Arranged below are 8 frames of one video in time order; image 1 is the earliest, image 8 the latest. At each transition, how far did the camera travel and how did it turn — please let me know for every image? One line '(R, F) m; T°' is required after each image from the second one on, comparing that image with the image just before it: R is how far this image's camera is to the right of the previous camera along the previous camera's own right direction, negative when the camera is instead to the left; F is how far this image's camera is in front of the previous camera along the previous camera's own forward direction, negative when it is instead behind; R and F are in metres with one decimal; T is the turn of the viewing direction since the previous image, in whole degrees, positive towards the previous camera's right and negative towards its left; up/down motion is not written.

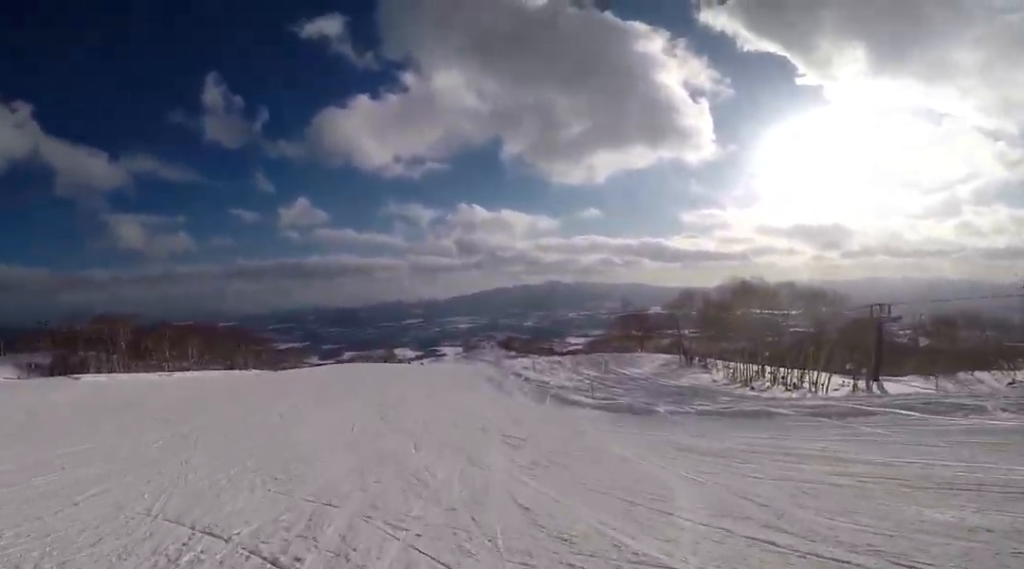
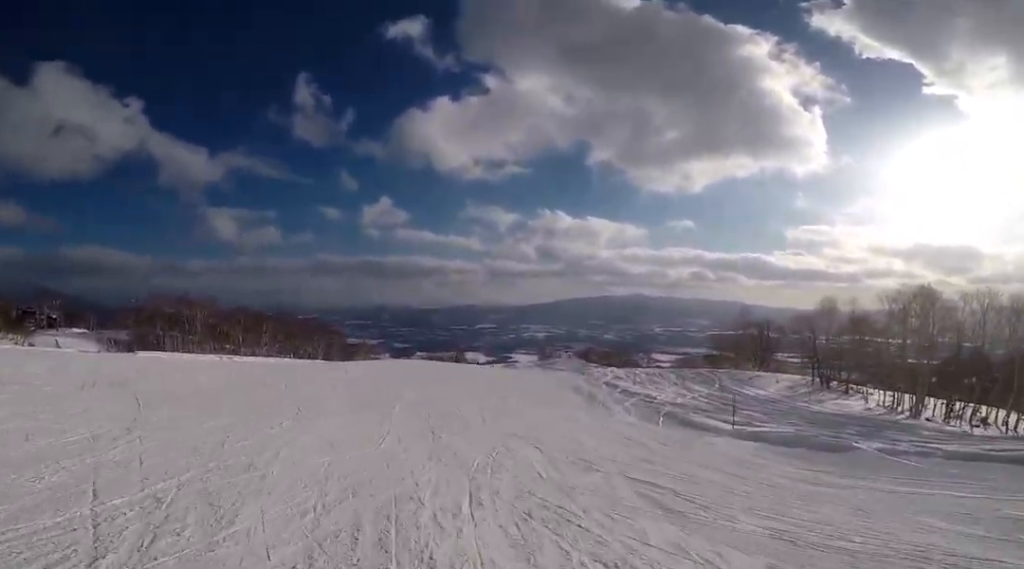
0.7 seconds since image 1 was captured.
(-0.7, +5.8) m; -5°
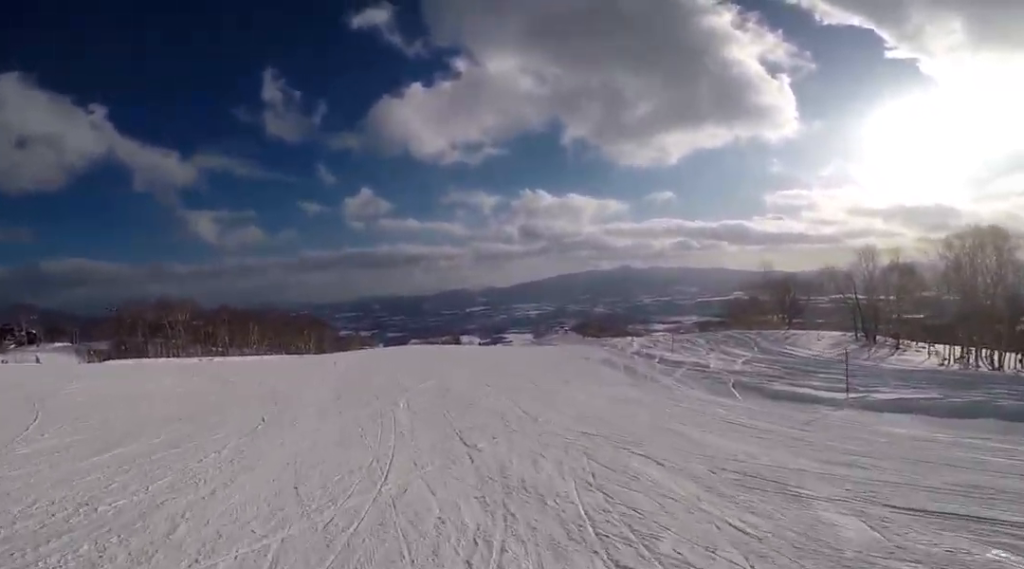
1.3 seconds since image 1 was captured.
(0.0, +4.6) m; +7°
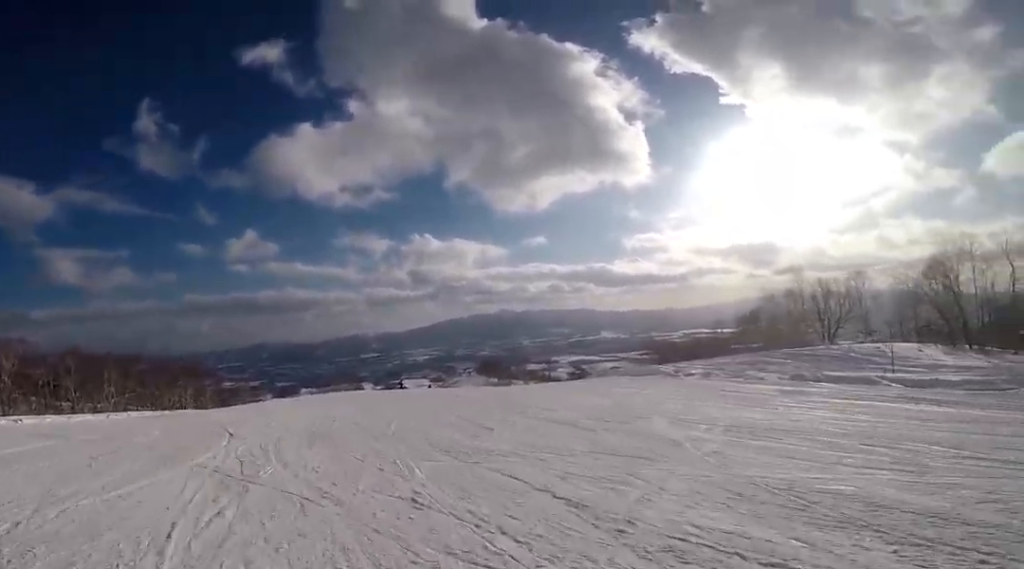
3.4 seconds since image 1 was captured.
(+2.4, +15.8) m; +2°
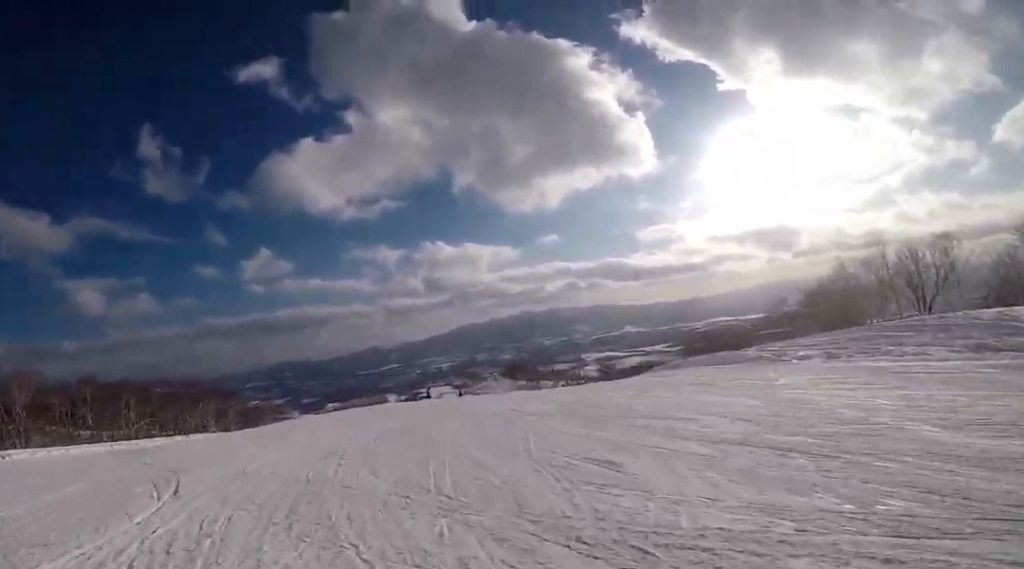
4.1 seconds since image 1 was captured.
(-0.4, +4.5) m; -3°
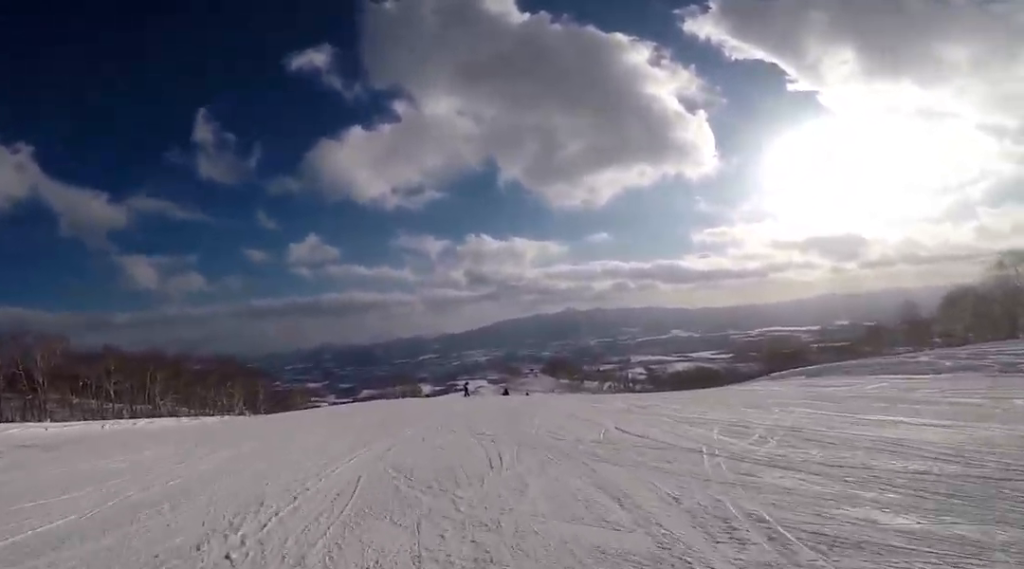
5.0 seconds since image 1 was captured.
(-0.3, +5.7) m; 0°
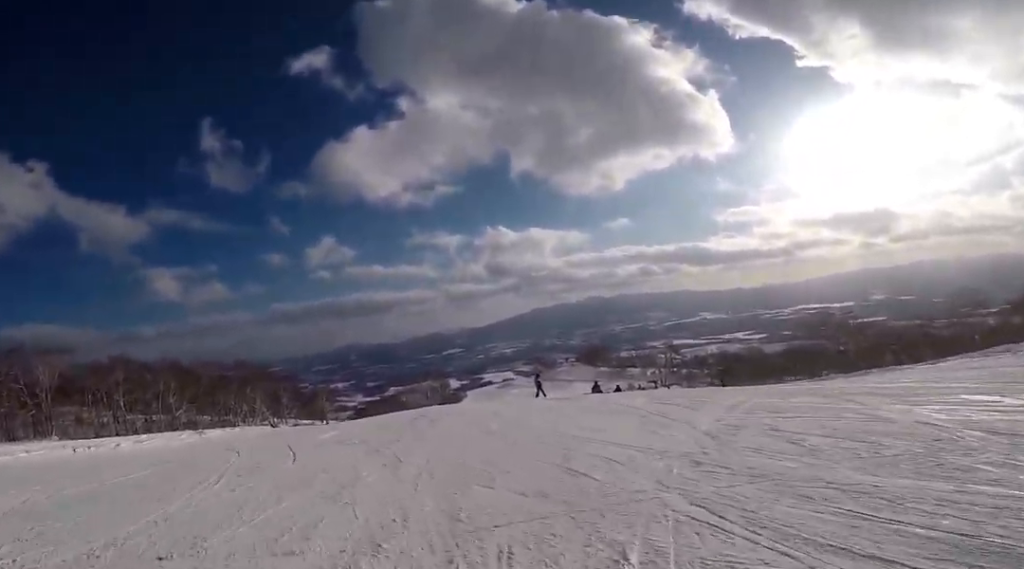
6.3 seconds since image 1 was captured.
(+0.2, +7.6) m; +3°
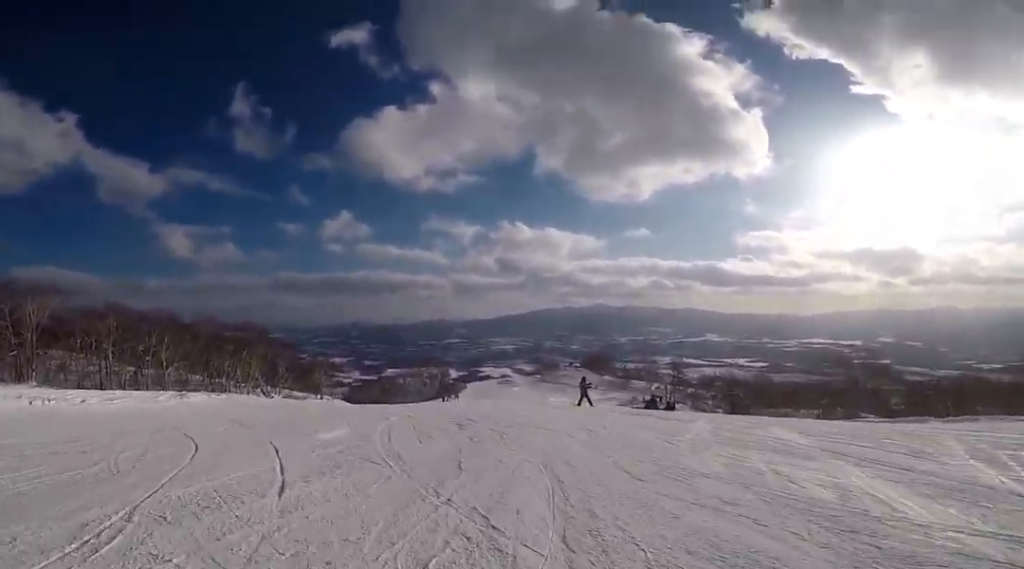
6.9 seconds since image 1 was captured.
(0.0, +3.6) m; +5°
